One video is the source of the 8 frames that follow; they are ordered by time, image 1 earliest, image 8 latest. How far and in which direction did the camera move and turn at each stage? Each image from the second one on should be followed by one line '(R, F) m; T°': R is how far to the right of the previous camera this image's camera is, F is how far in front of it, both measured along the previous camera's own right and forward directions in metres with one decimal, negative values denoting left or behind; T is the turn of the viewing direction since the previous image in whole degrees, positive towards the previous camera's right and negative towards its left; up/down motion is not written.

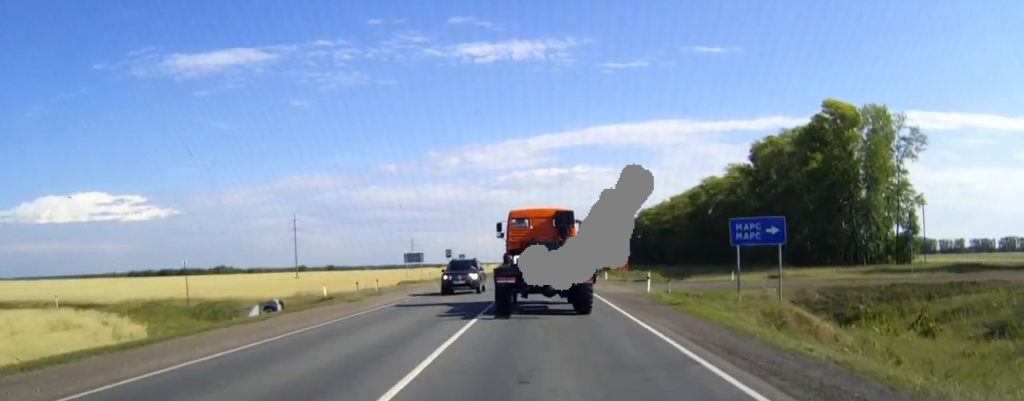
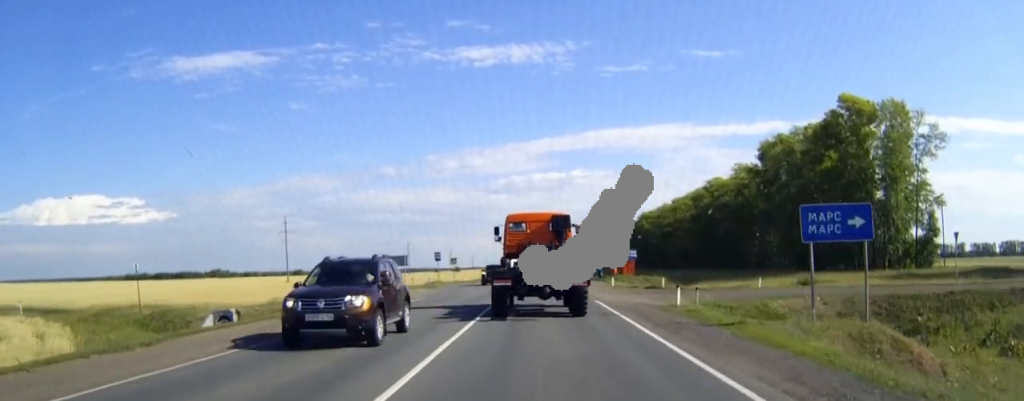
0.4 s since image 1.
(0.0, +7.1) m; 0°
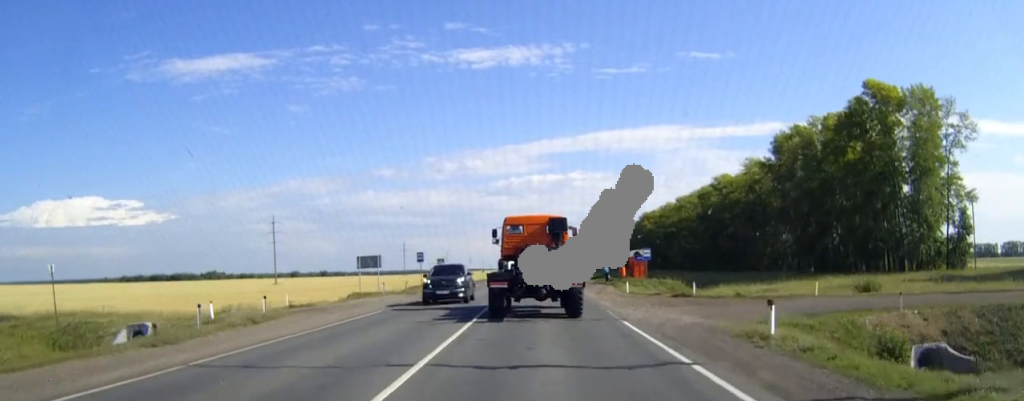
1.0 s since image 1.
(0.0, +9.9) m; 0°
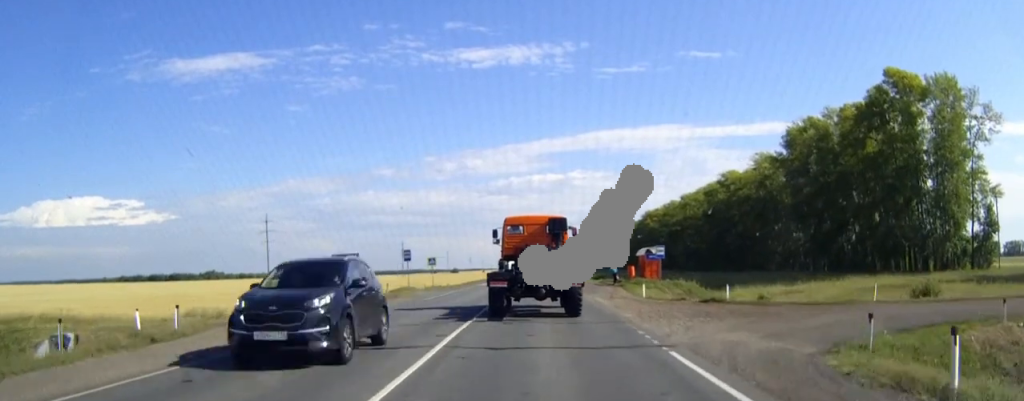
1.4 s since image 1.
(0.0, +6.7) m; 0°
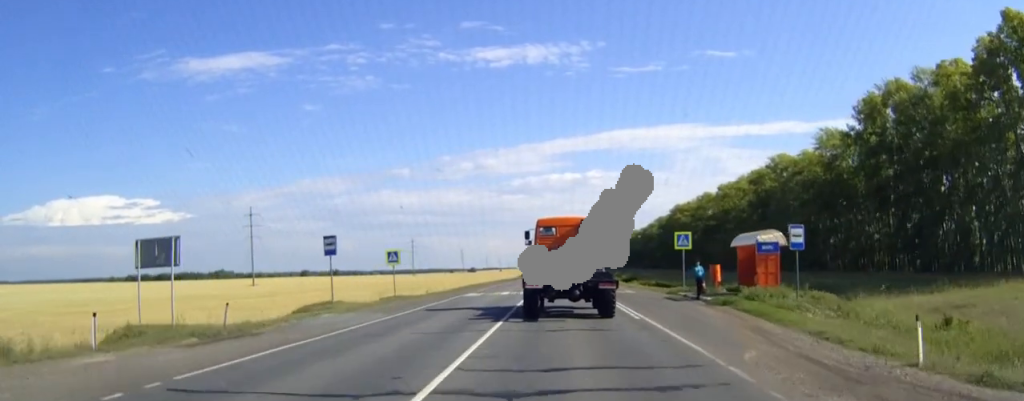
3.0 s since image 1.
(-0.2, +26.6) m; -1°
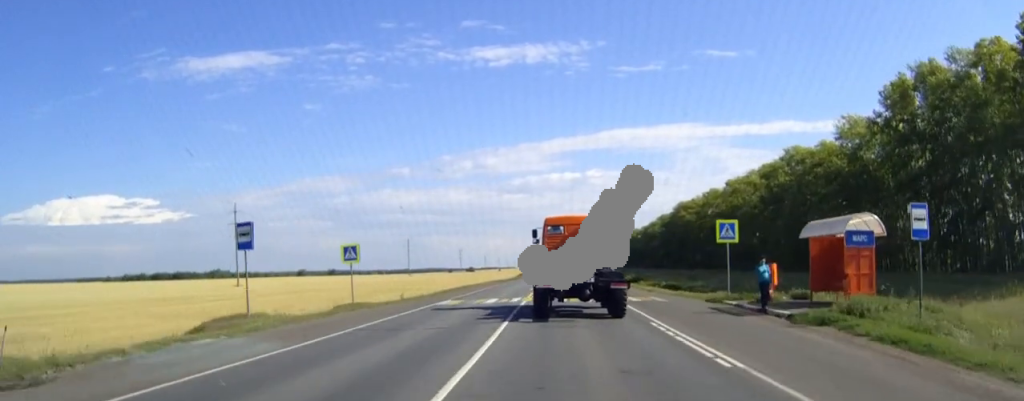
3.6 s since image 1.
(0.0, +9.9) m; 0°
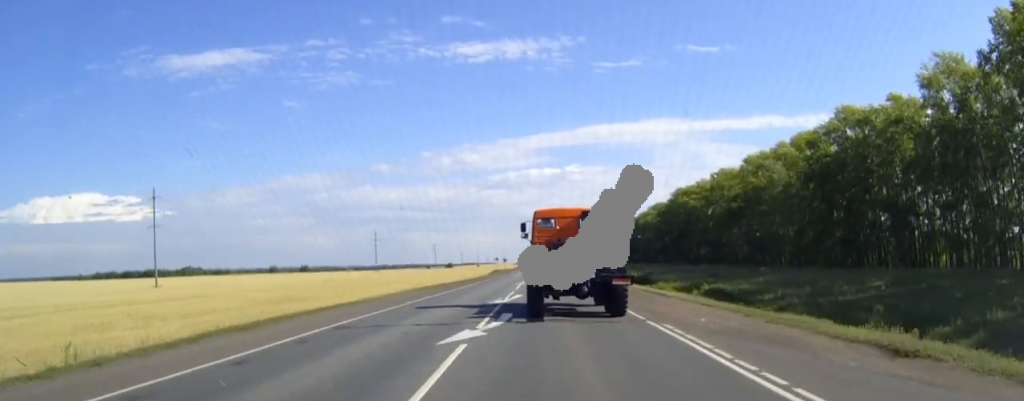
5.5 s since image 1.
(+0.3, +34.3) m; +1°
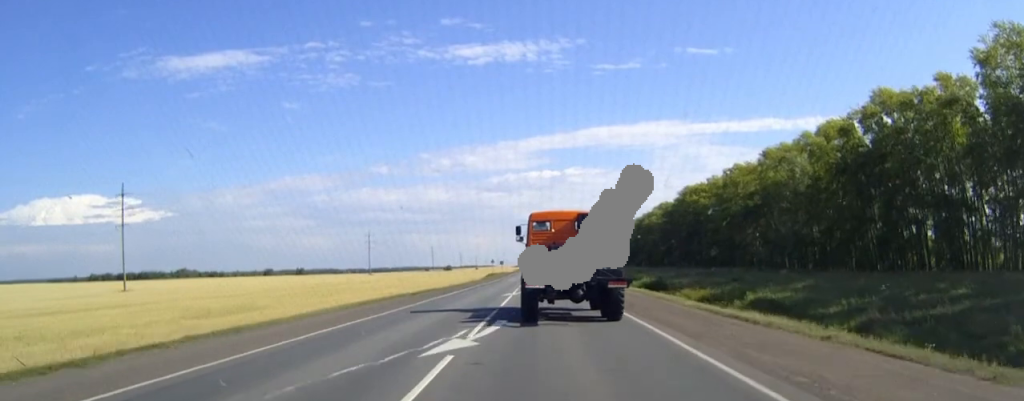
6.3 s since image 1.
(0.0, +13.6) m; 0°
